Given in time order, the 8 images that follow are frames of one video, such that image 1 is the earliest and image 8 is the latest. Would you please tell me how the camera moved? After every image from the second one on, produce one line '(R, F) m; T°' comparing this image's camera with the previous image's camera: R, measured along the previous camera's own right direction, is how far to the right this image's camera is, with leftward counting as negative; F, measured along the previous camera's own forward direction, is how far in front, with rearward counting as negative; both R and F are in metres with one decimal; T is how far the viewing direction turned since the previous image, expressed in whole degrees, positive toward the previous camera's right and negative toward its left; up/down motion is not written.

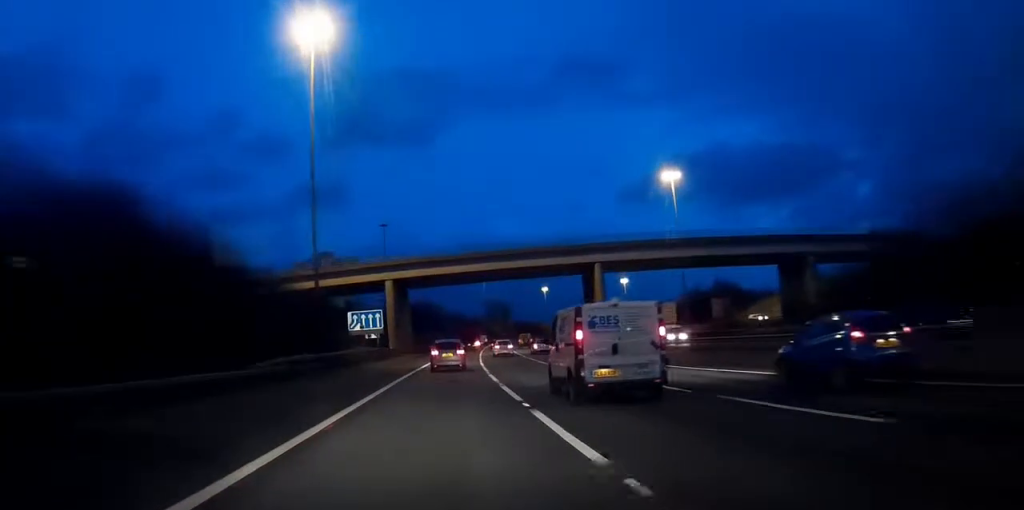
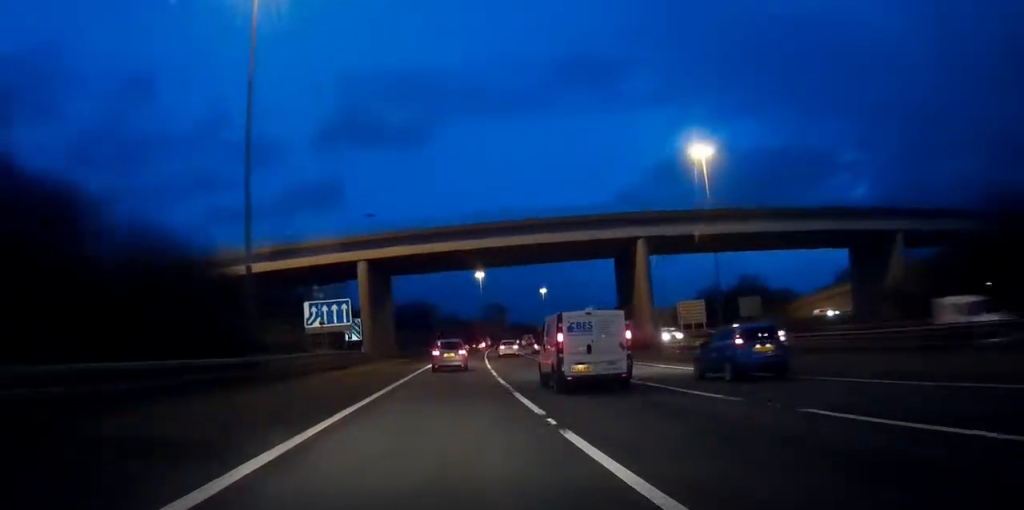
(+0.2, +20.7) m; +1°
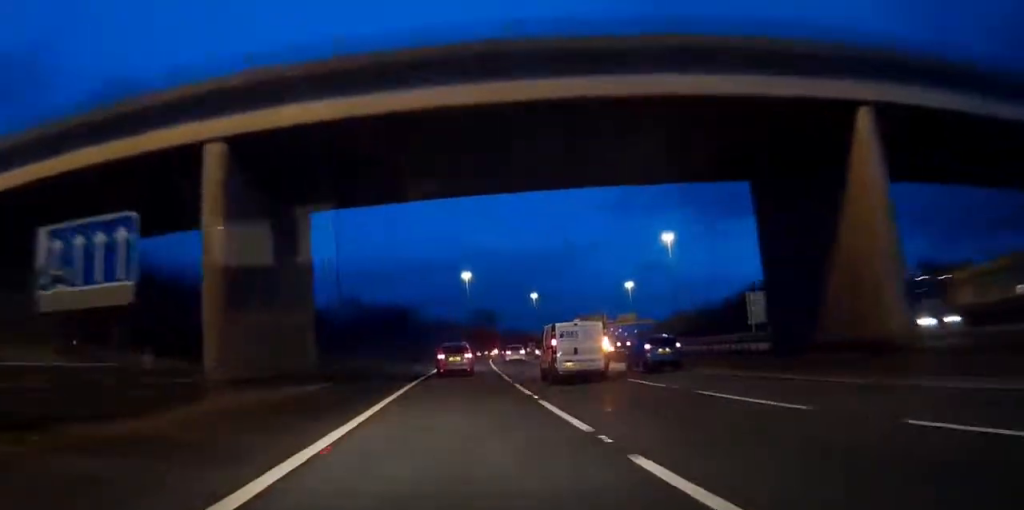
(+1.4, +37.8) m; +5°
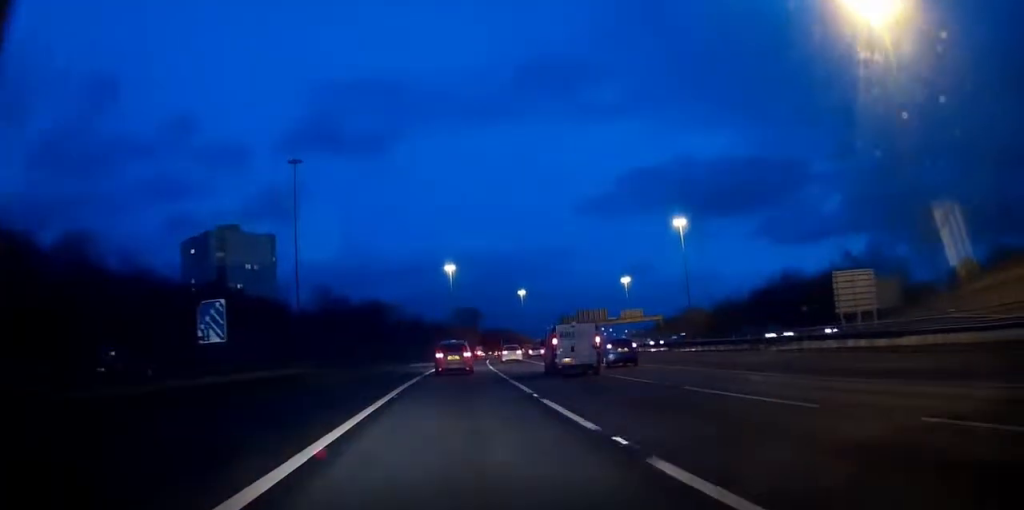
(+0.8, +27.6) m; 0°
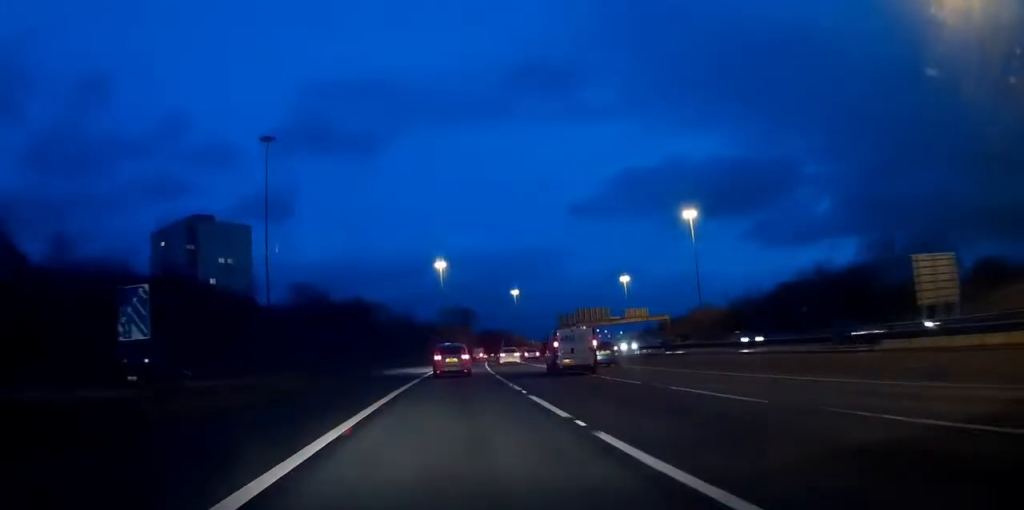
(-0.1, +15.9) m; -1°
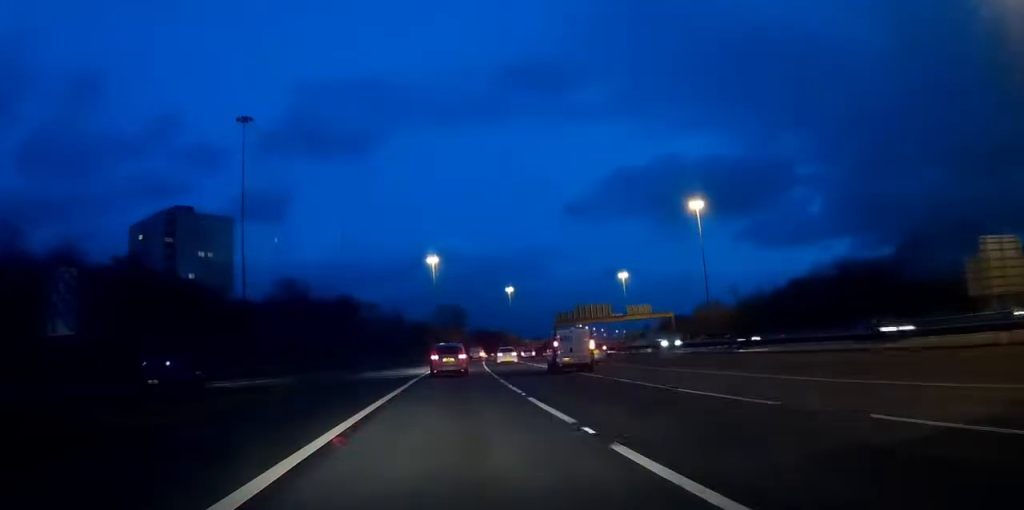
(-0.2, +9.9) m; -1°
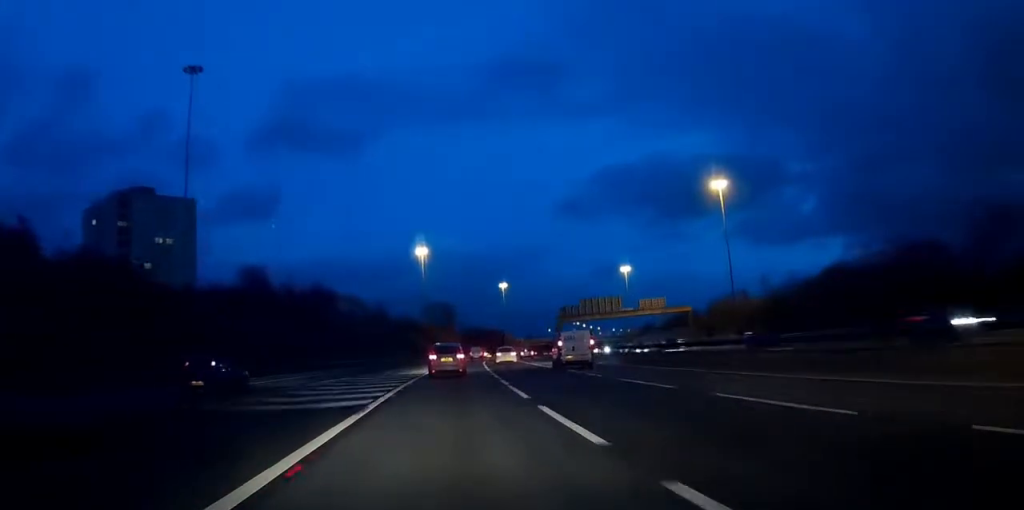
(-0.1, +21.7) m; 0°
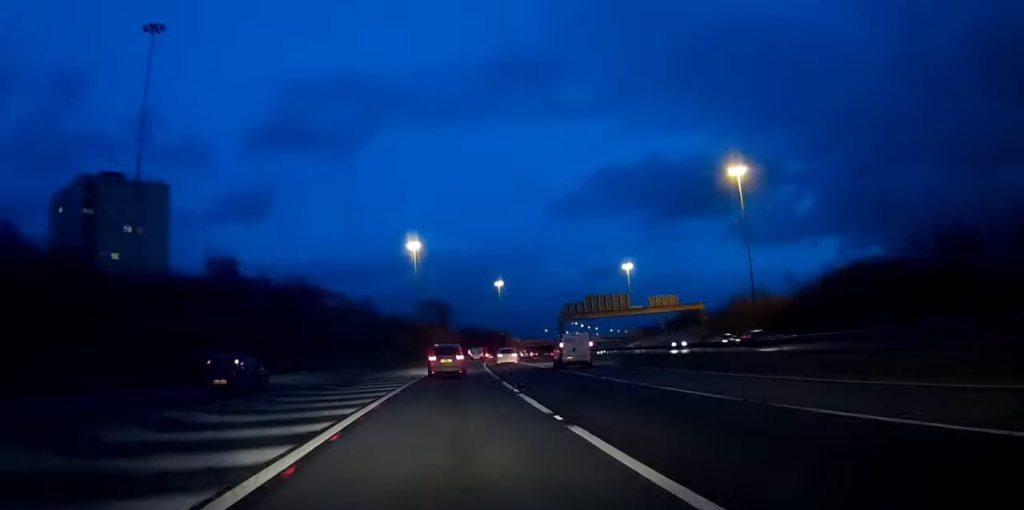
(0.0, +13.3) m; 0°
